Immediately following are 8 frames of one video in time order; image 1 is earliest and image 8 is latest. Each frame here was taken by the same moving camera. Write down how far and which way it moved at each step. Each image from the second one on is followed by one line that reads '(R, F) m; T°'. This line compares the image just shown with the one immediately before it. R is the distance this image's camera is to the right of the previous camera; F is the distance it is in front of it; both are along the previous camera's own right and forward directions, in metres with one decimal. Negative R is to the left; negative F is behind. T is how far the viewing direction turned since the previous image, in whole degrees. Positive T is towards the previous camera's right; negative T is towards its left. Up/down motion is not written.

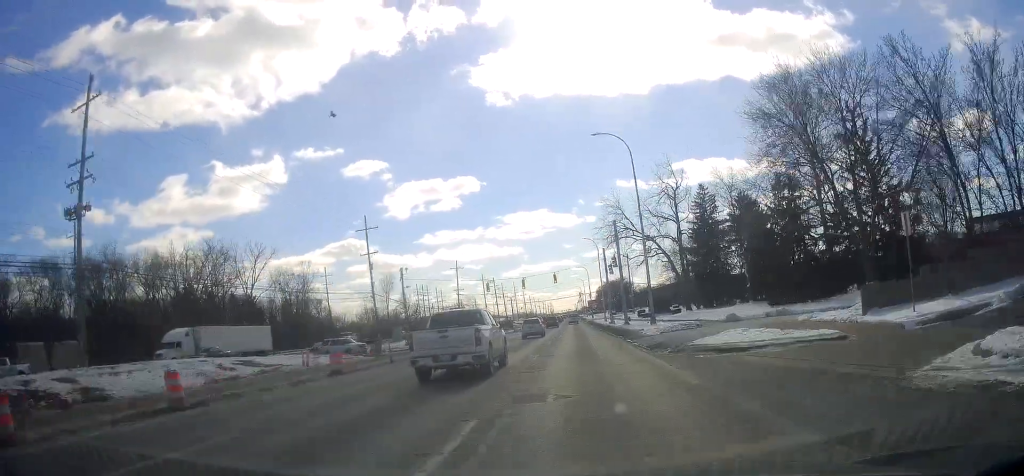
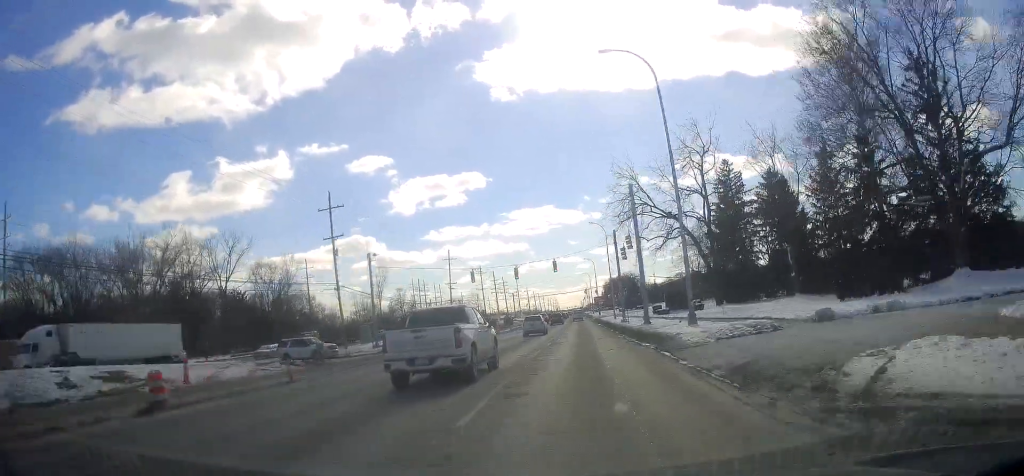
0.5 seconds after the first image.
(0.0, +12.4) m; 0°
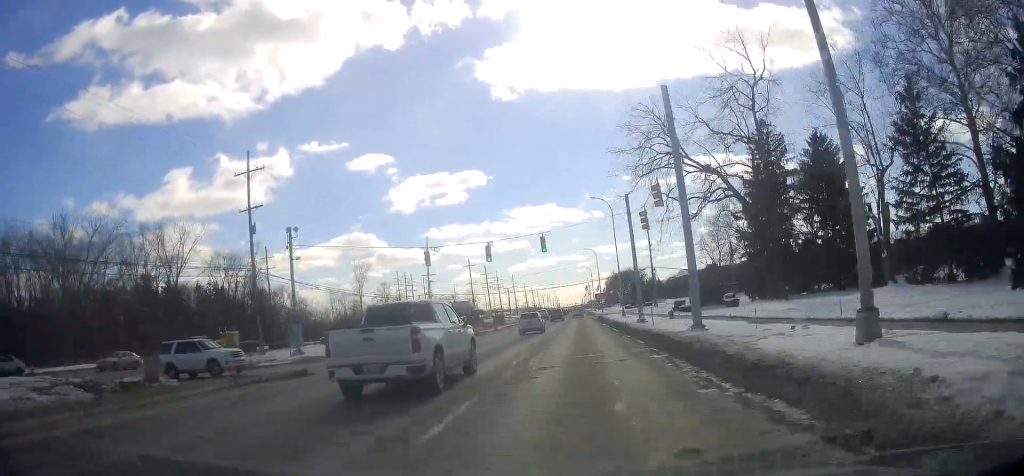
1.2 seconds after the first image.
(0.0, +16.4) m; -1°
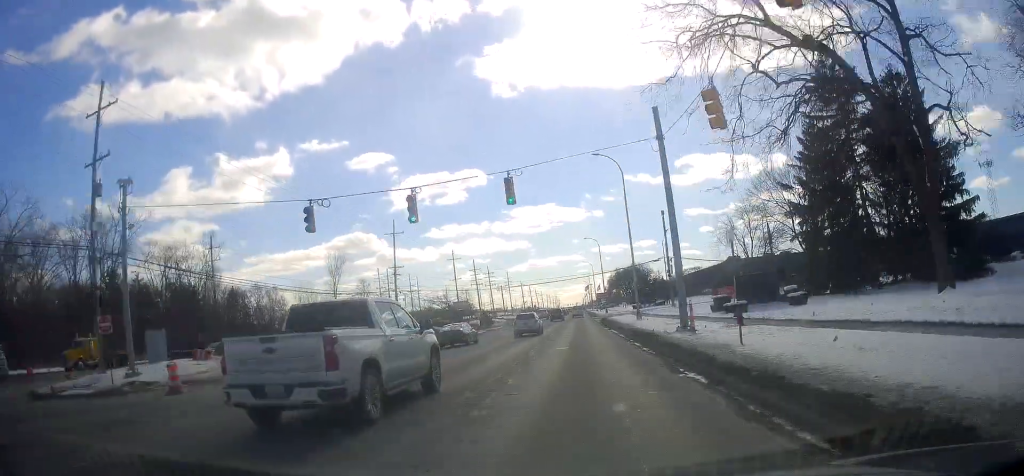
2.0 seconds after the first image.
(-0.3, +17.5) m; 0°
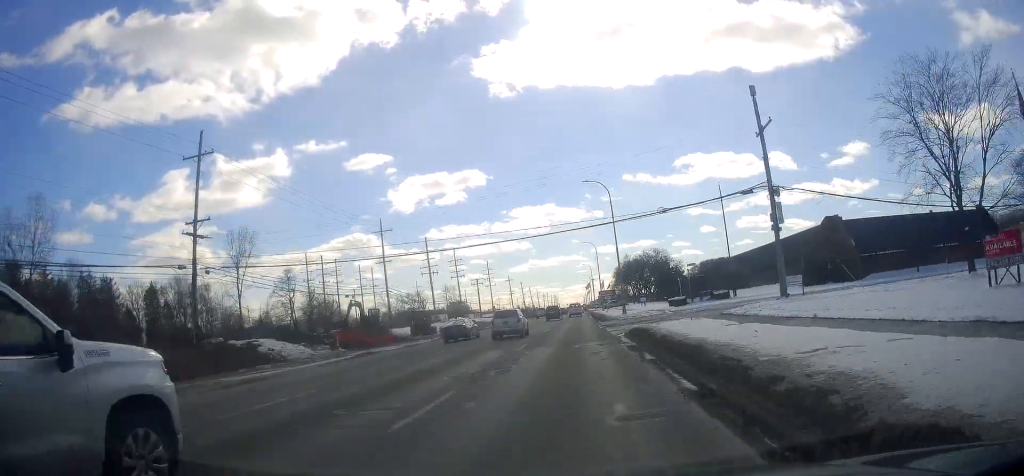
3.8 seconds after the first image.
(+0.6, +43.1) m; 0°
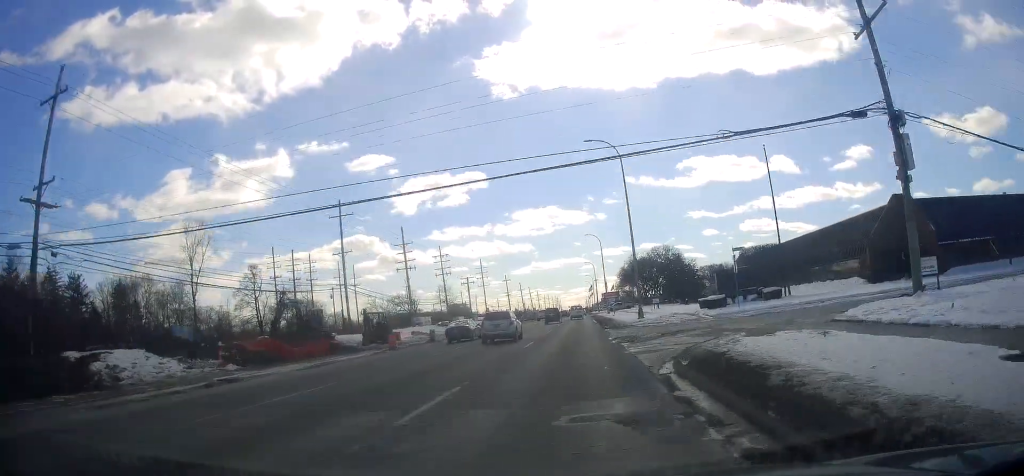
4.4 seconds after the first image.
(-0.1, +14.3) m; -1°
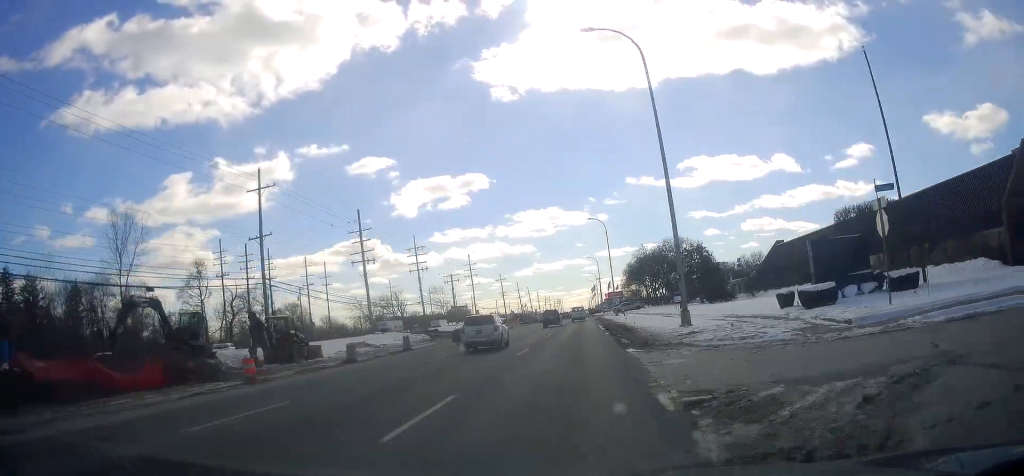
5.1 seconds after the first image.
(-0.6, +17.3) m; 0°
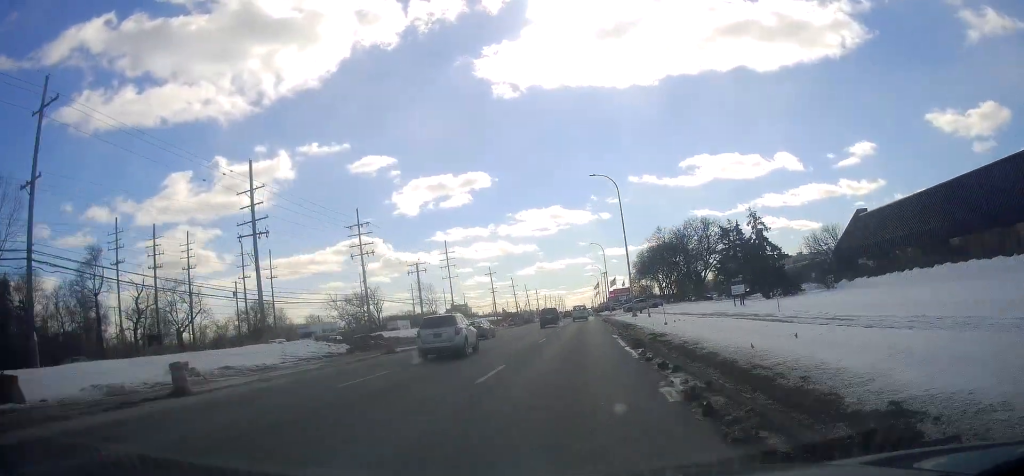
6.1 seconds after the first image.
(+0.8, +24.2) m; 0°
